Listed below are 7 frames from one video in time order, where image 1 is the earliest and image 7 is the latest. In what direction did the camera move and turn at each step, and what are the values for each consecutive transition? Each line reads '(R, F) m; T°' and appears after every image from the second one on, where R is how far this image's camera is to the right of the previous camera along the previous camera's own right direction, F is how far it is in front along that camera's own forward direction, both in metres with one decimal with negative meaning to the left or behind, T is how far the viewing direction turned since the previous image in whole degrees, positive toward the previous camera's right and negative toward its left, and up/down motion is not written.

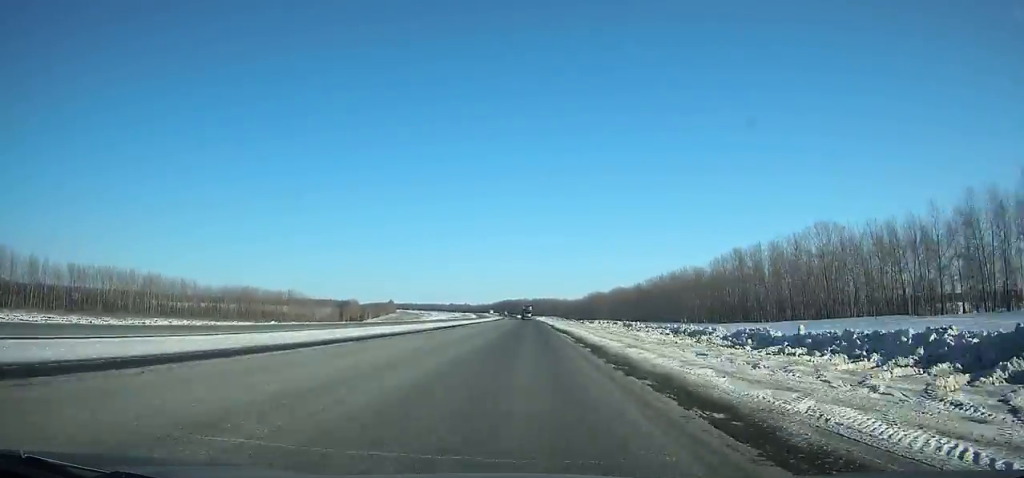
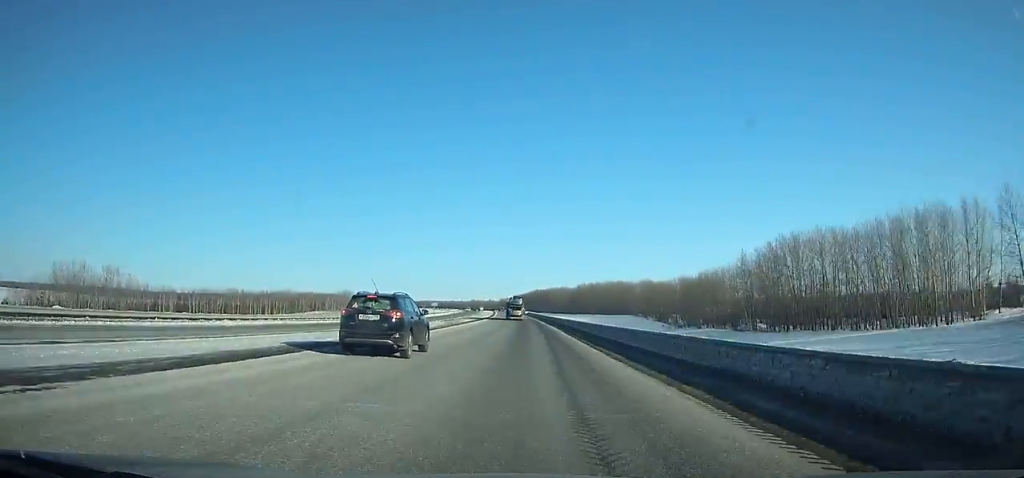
(-5.6, +247.8) m; -3°
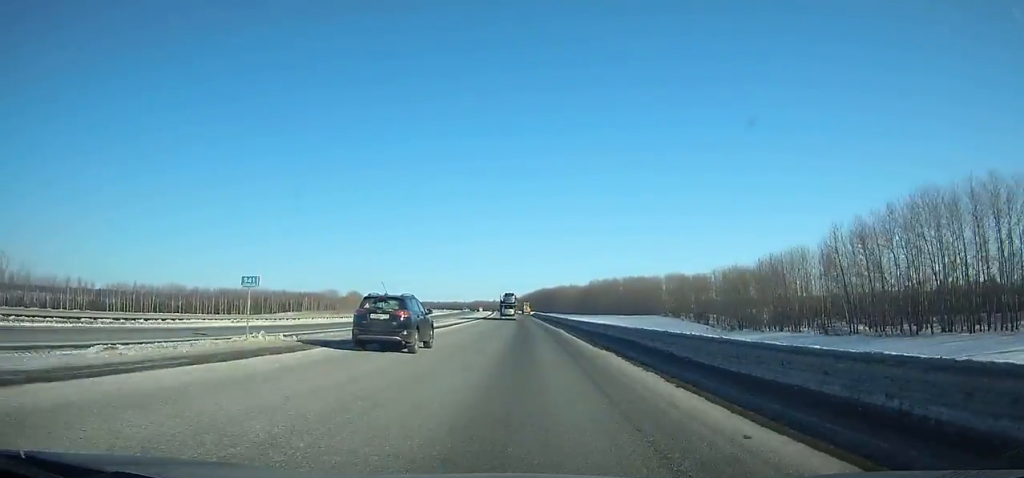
(-0.2, +39.6) m; -1°
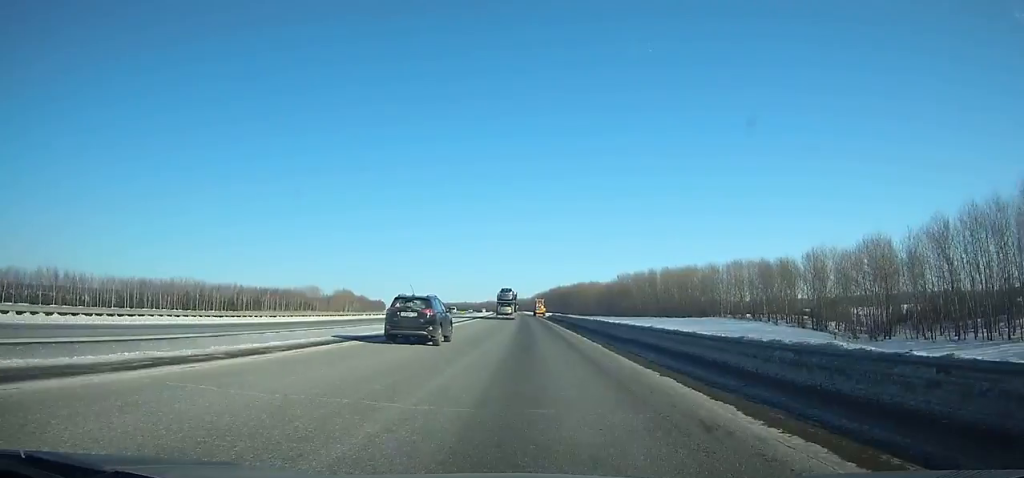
(-0.2, +54.6) m; -1°
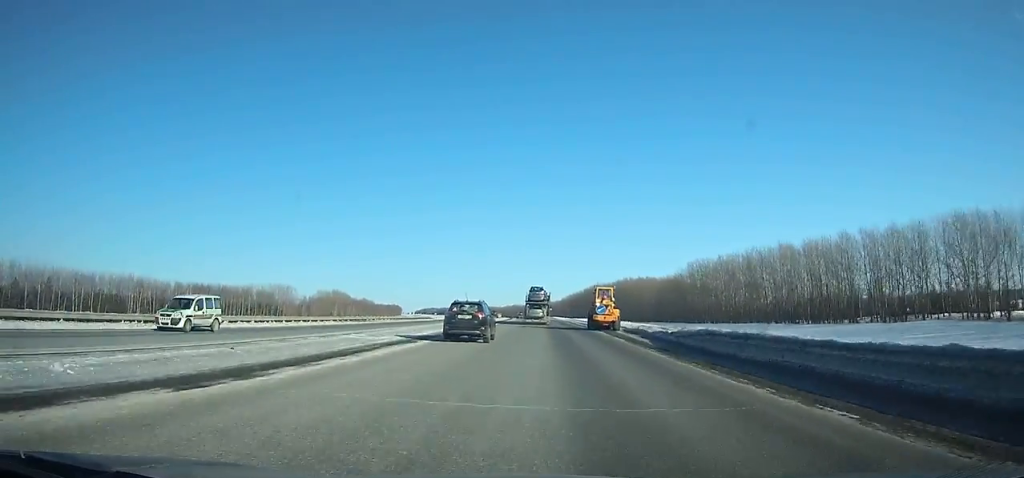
(-1.8, +75.6) m; -2°
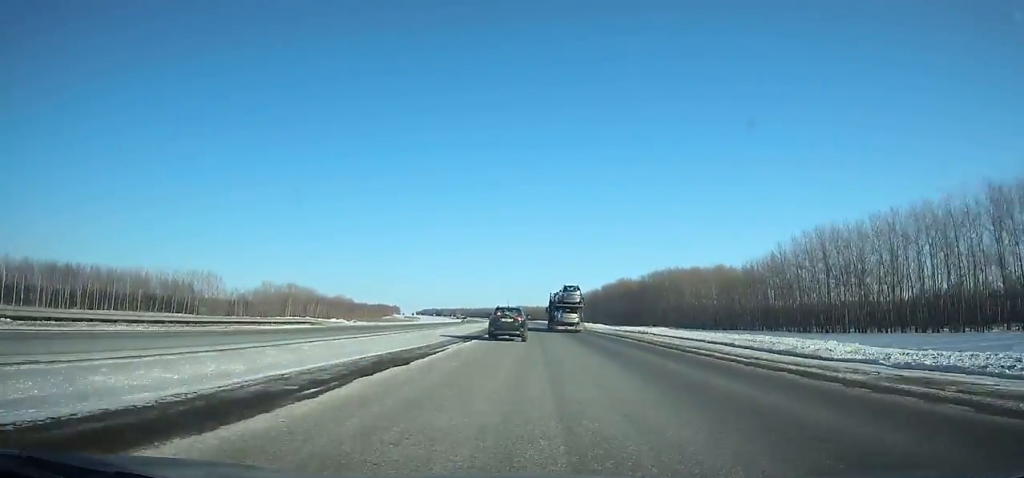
(-1.1, +69.3) m; -1°
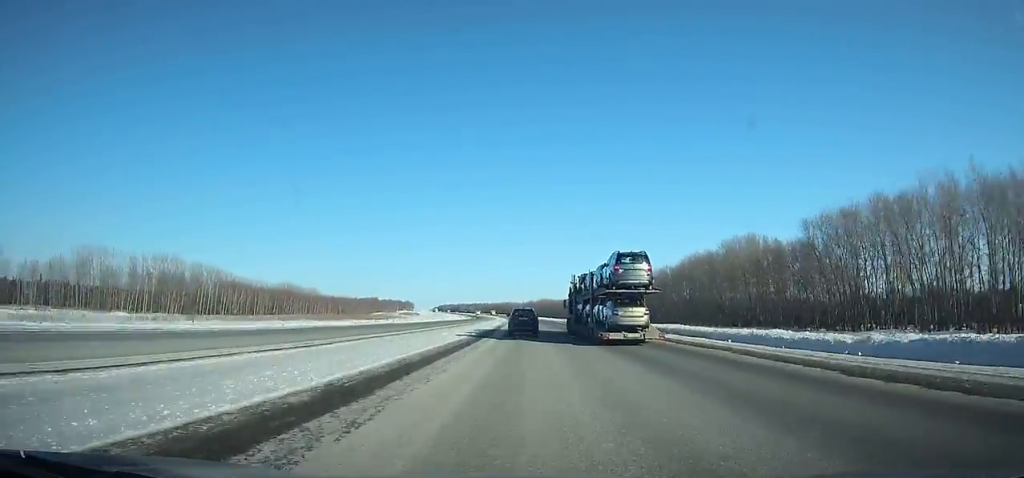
(-1.4, +117.0) m; -2°
